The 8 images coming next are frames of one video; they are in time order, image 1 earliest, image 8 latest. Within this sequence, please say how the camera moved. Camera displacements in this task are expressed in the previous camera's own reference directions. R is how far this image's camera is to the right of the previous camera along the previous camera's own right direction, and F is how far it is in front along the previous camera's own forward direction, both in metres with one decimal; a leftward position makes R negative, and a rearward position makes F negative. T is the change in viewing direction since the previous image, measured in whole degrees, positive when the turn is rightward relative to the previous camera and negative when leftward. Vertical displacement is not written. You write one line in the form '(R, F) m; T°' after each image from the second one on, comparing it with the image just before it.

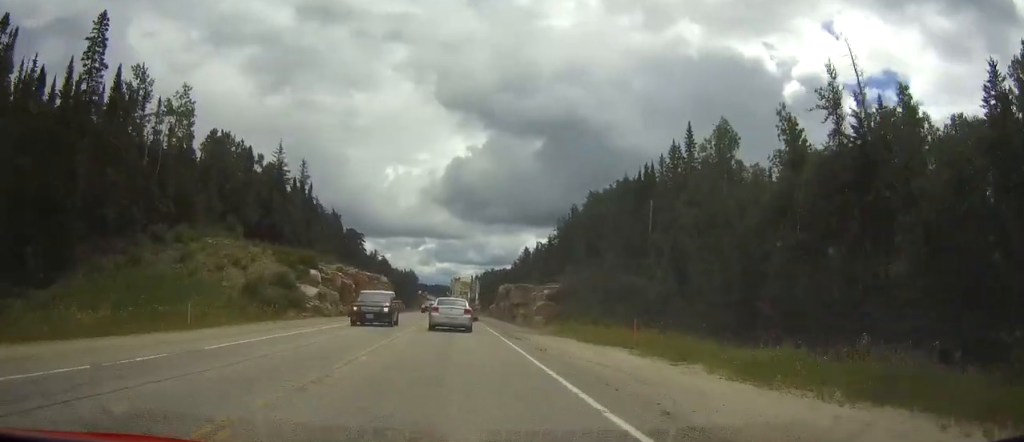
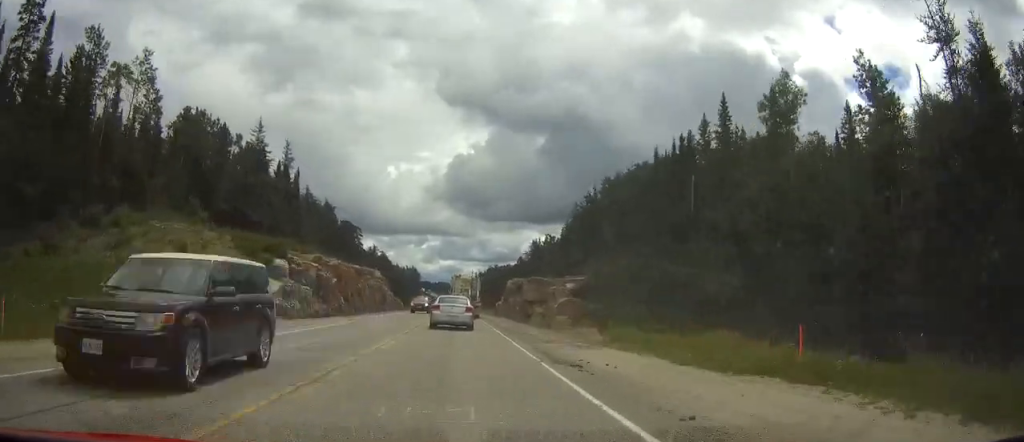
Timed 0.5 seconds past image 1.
(0.0, +12.0) m; 0°
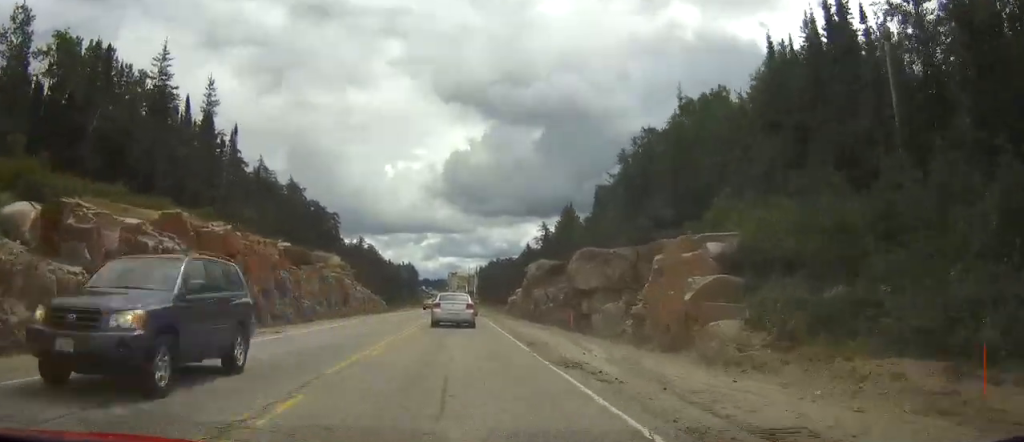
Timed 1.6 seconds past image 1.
(-0.1, +30.2) m; 0°
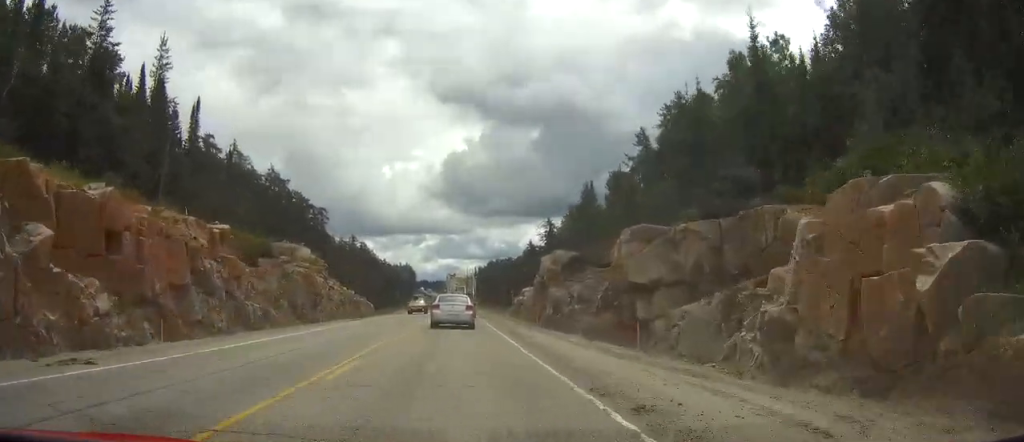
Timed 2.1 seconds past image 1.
(0.0, +12.2) m; 0°
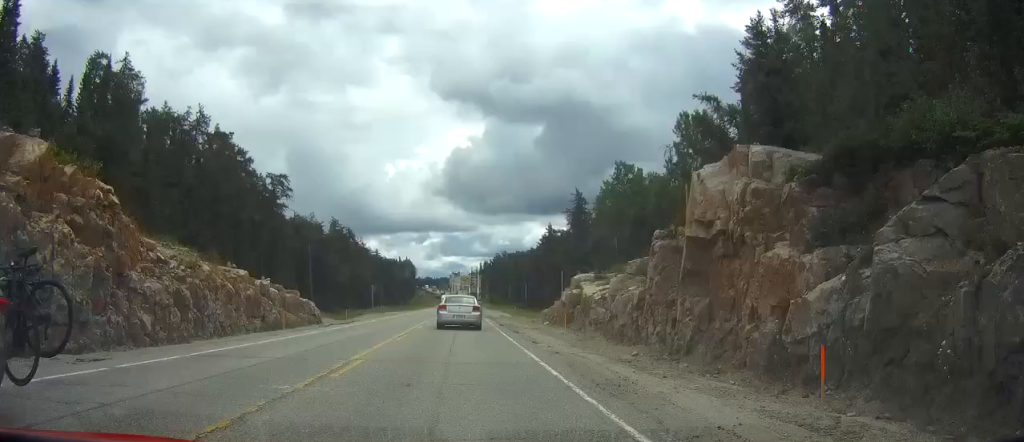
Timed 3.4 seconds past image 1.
(-0.1, +35.0) m; 0°
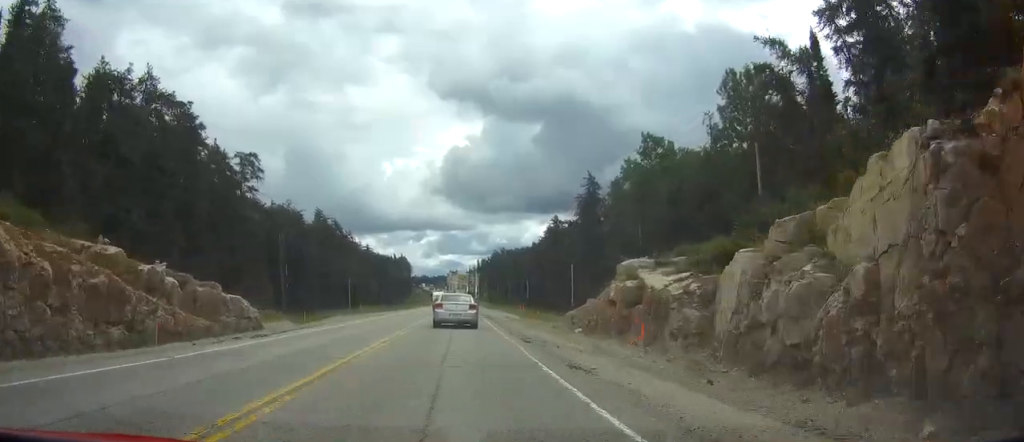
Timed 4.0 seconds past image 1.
(0.0, +14.9) m; 0°
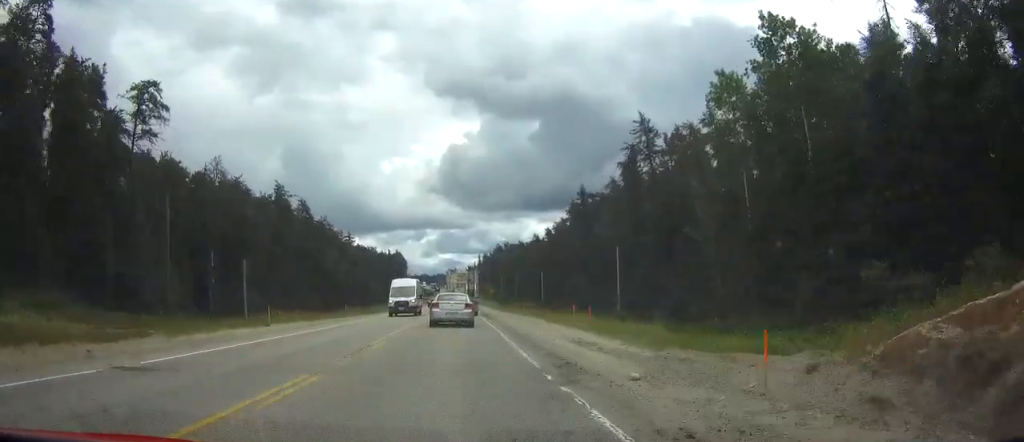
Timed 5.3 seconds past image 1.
(0.0, +33.2) m; 0°
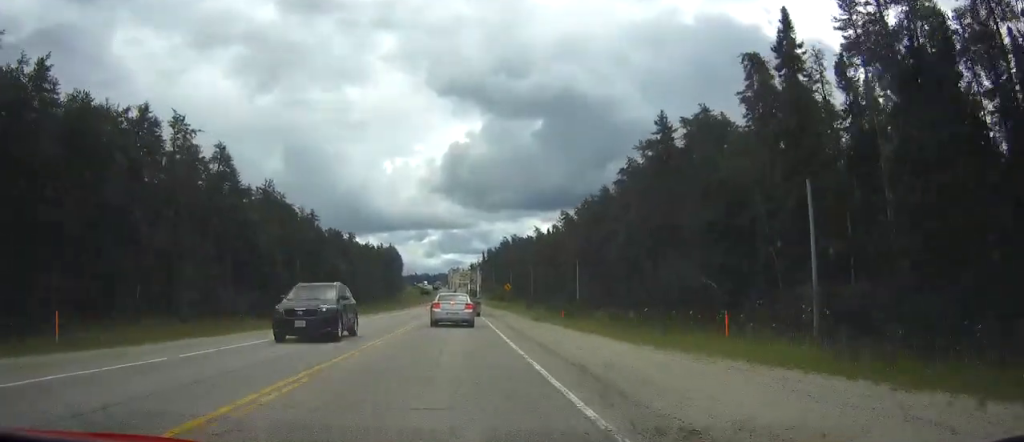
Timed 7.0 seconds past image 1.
(-0.1, +45.8) m; 0°
